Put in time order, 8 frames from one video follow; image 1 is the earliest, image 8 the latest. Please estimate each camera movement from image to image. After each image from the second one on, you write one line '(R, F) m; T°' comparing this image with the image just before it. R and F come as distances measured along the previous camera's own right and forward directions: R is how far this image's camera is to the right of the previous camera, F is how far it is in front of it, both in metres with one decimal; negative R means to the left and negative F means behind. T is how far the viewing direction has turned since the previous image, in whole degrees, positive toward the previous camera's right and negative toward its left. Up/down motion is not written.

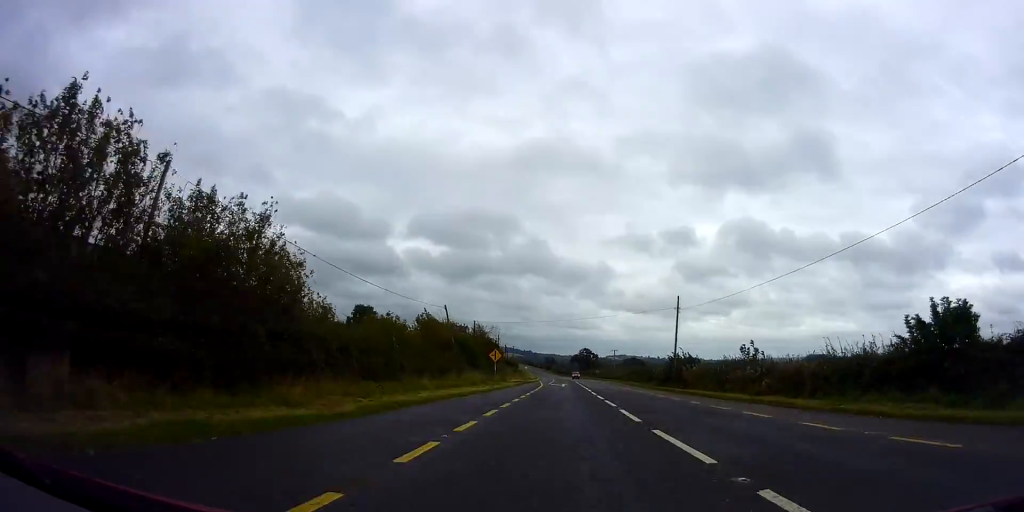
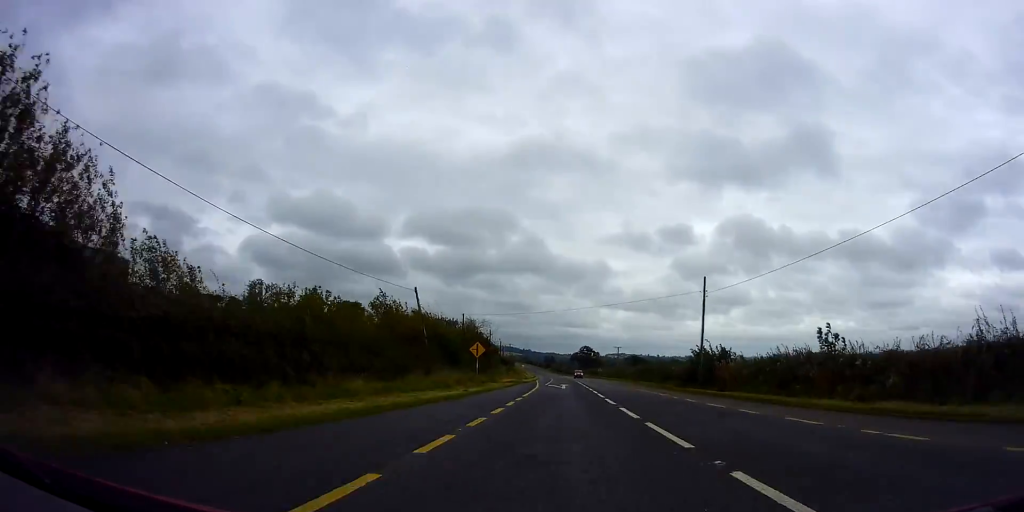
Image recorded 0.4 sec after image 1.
(0.0, +11.0) m; 0°
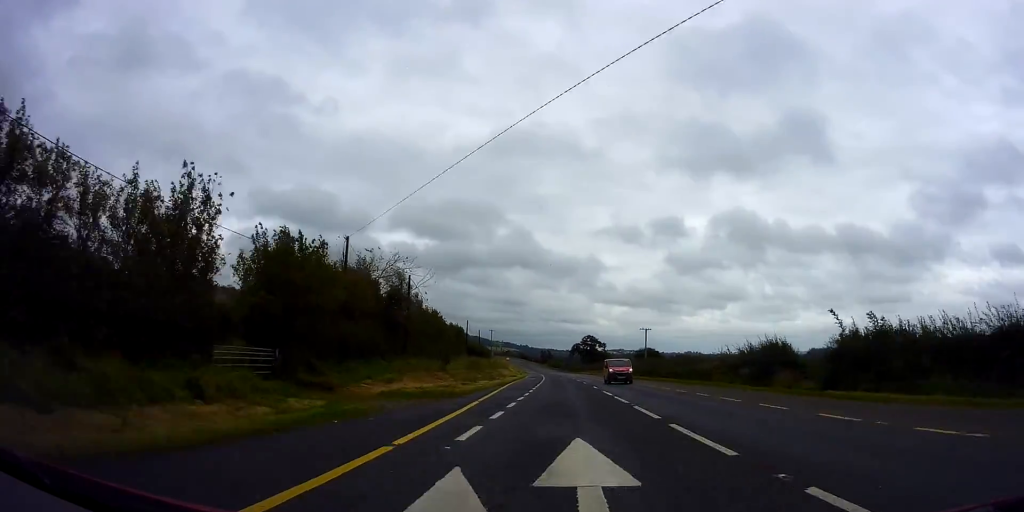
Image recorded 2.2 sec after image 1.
(+1.1, +48.9) m; +2°
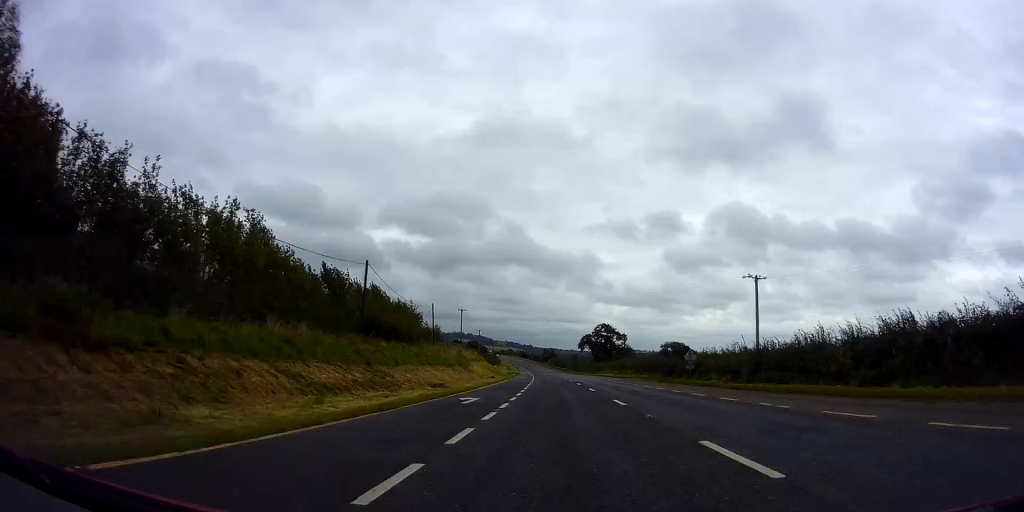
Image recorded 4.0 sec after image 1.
(-0.7, +52.2) m; -2°
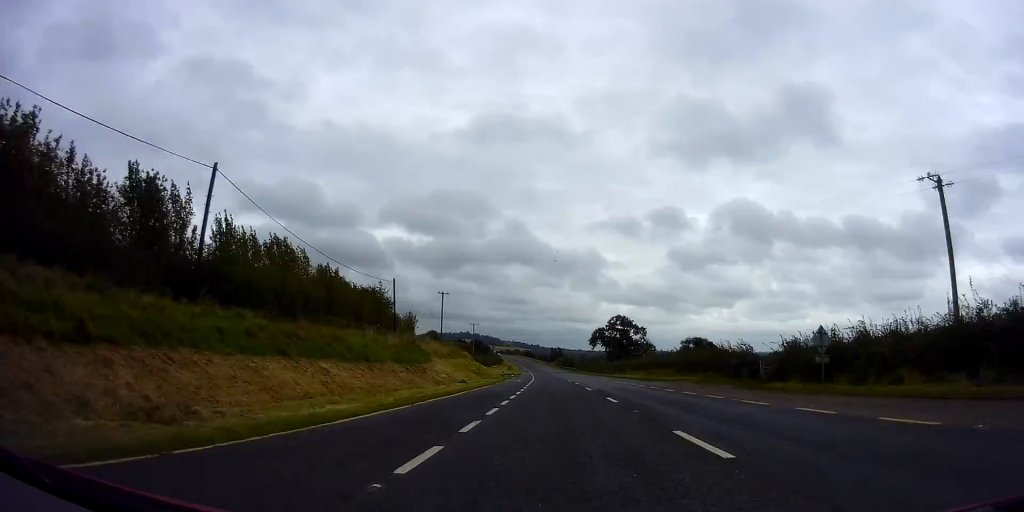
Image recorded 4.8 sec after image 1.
(-0.1, +22.5) m; 0°
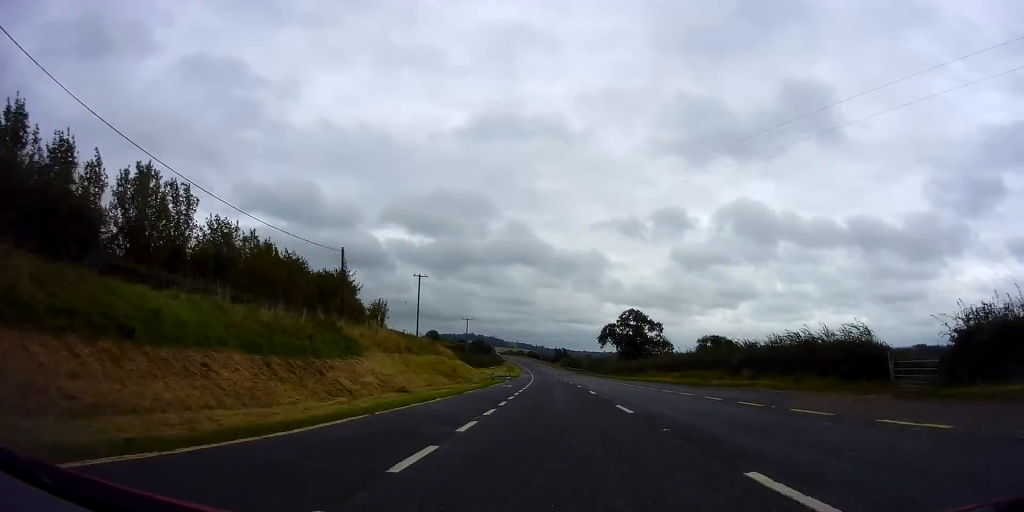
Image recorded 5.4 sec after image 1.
(+0.1, +16.0) m; 0°
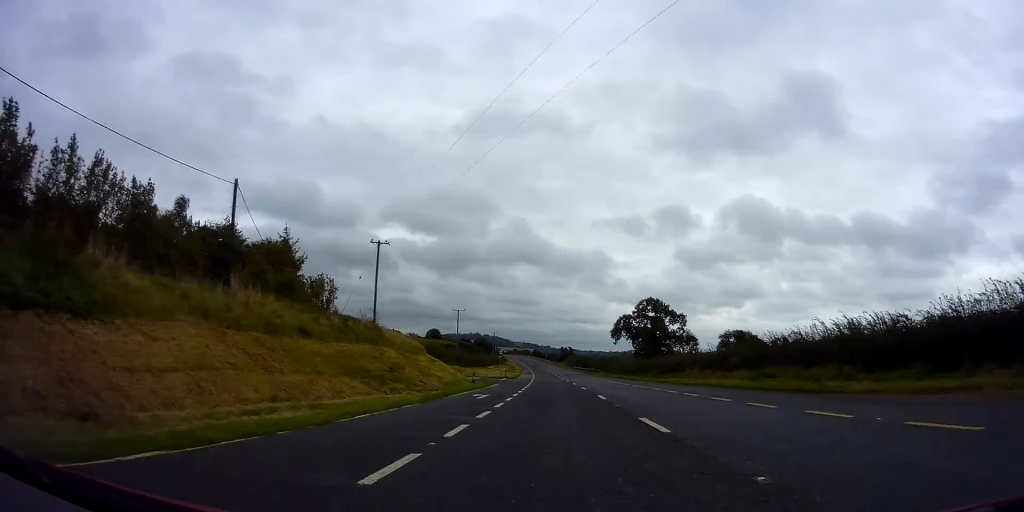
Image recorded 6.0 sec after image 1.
(0.0, +17.0) m; -1°
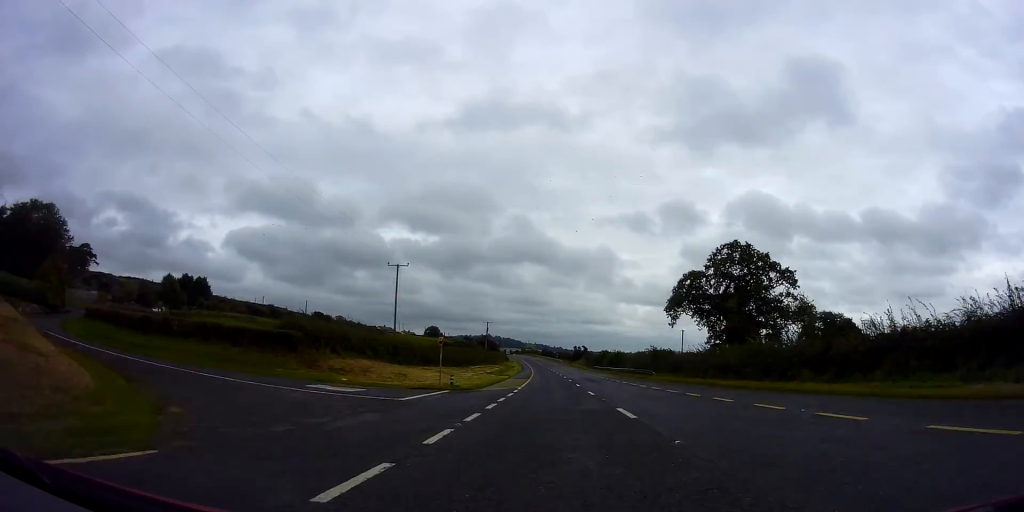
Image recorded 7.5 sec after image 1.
(-1.0, +43.6) m; -2°
